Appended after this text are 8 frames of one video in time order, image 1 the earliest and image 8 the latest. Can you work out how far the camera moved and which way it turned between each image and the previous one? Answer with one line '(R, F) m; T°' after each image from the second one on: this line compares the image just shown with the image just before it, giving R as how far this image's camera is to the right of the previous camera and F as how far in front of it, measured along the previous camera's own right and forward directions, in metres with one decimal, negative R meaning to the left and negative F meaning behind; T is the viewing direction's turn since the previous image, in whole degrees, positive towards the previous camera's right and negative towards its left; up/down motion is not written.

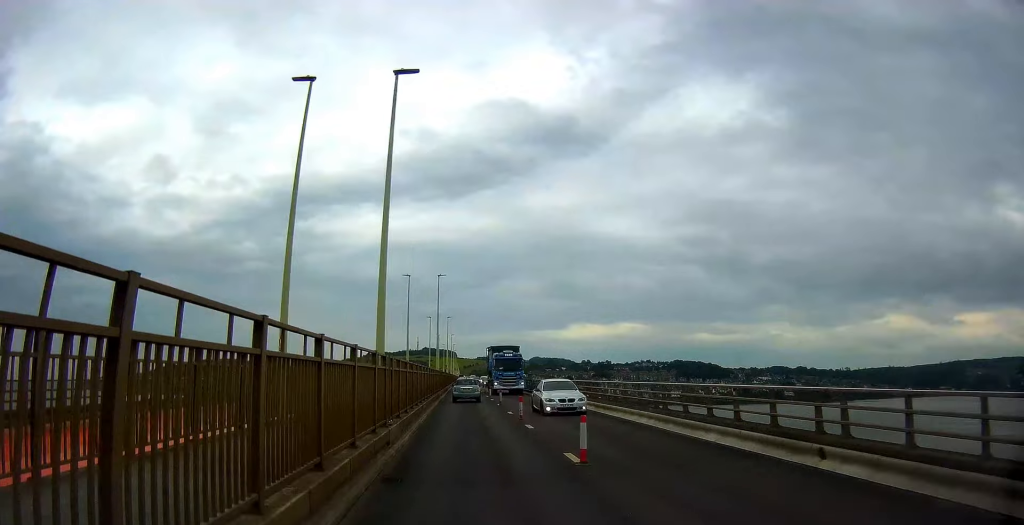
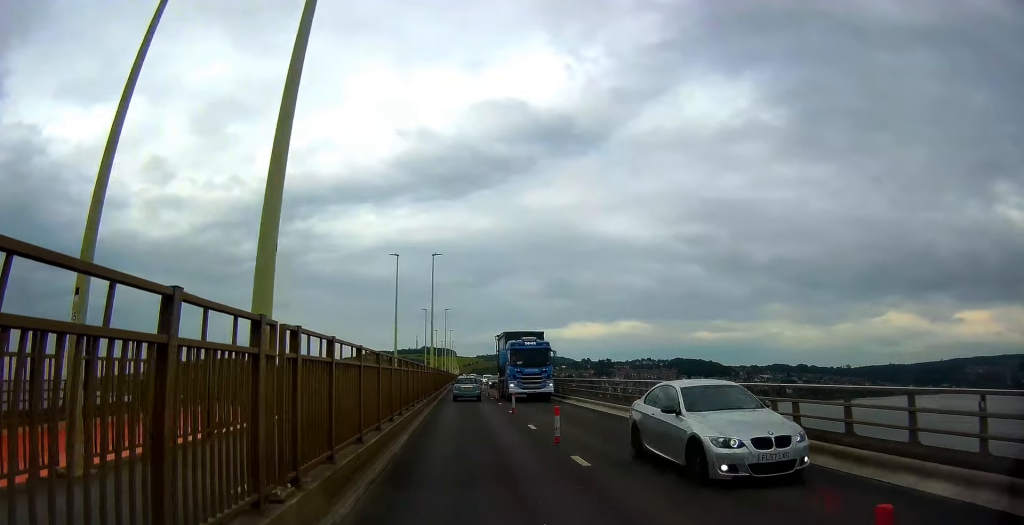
(0.0, +7.8) m; 0°
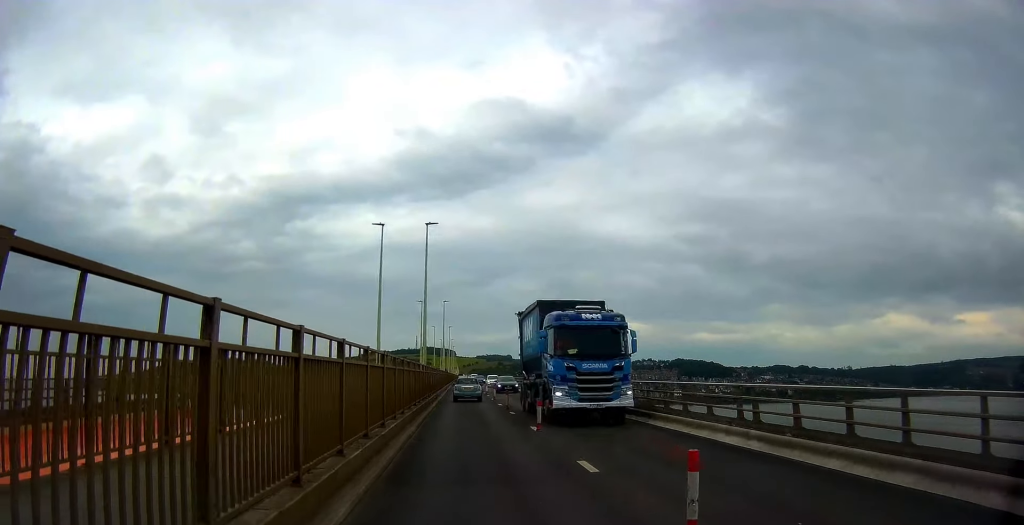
(0.0, +7.4) m; 0°
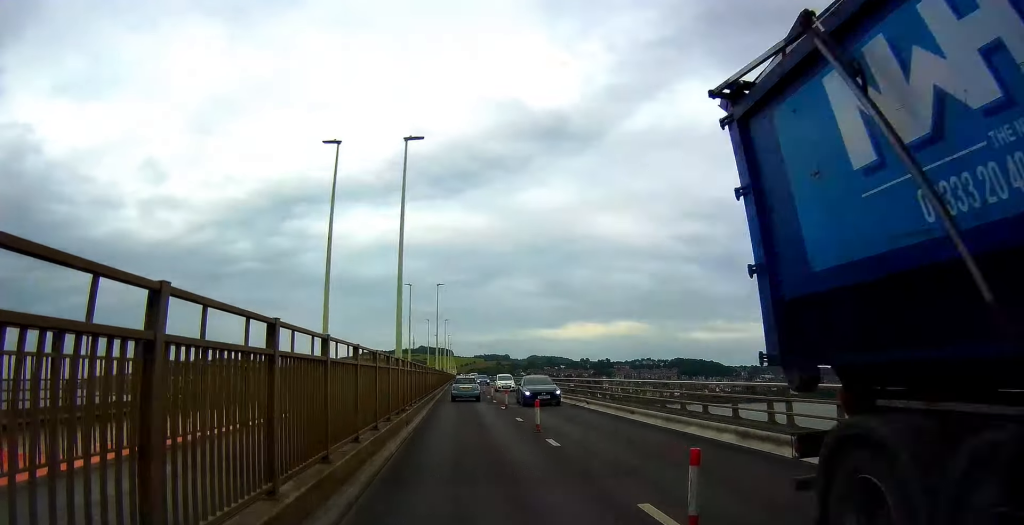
(0.0, +10.5) m; -1°
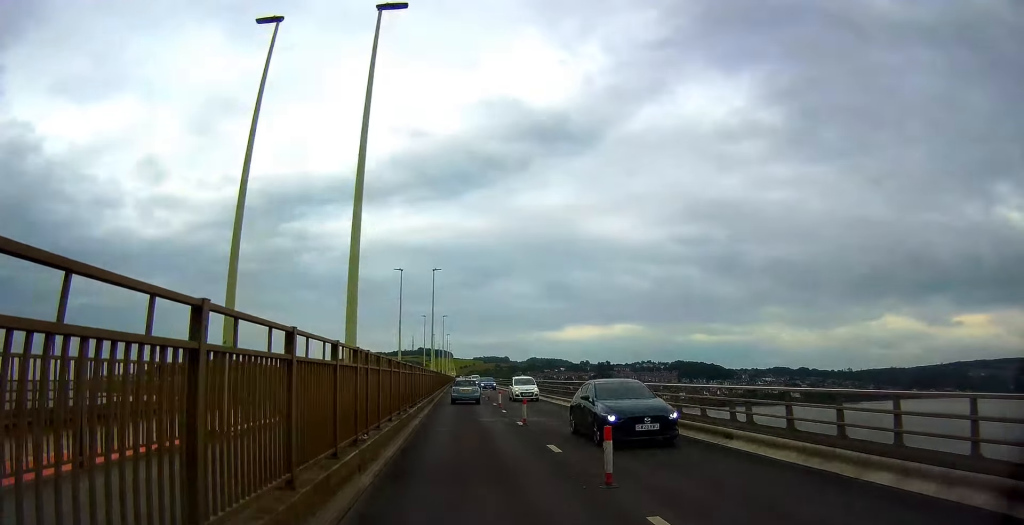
(-0.1, +7.8) m; 0°
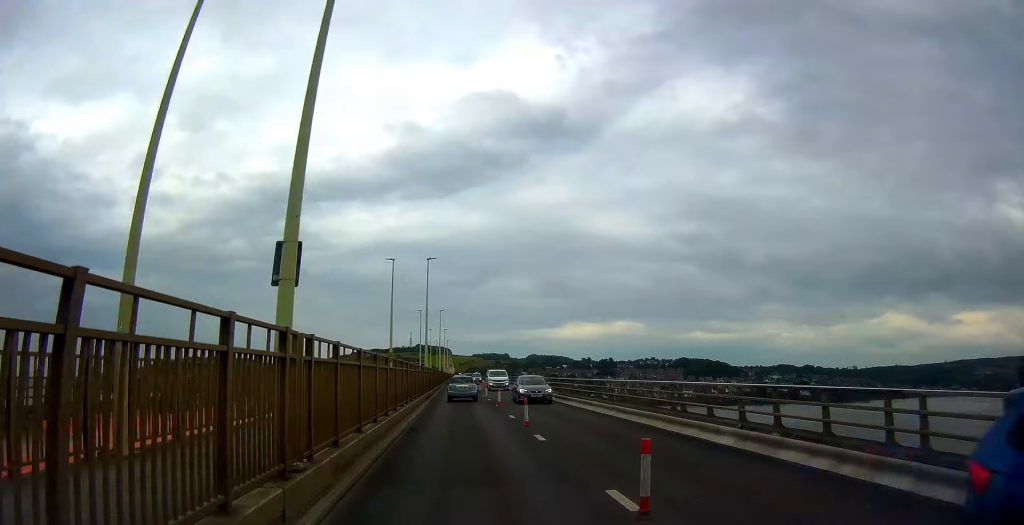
(+0.4, +32.9) m; 0°
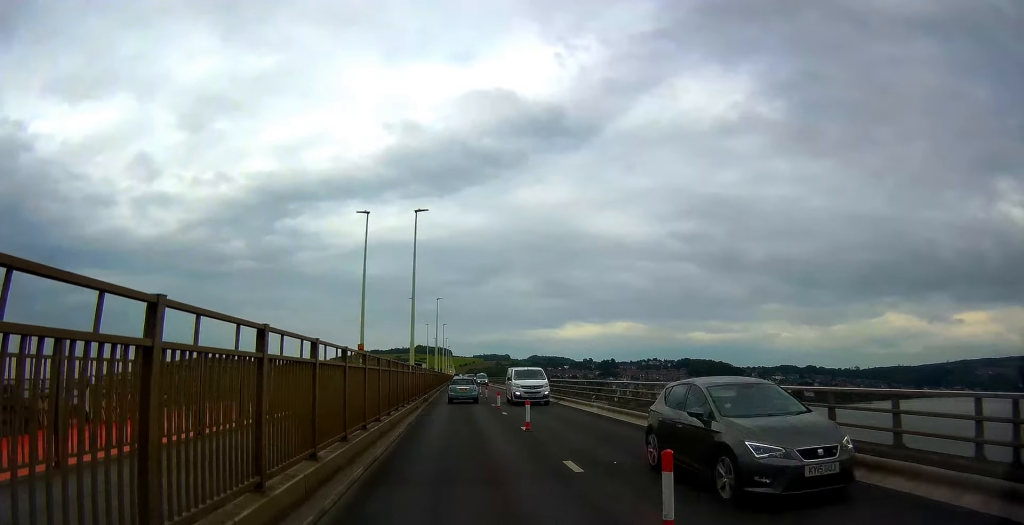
(0.0, +11.1) m; 0°
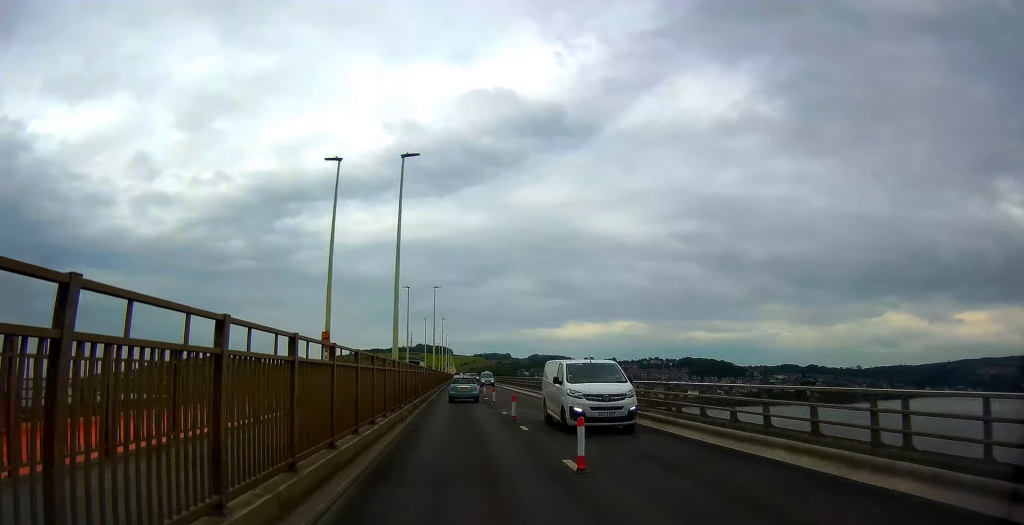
(0.0, +6.7) m; +1°
